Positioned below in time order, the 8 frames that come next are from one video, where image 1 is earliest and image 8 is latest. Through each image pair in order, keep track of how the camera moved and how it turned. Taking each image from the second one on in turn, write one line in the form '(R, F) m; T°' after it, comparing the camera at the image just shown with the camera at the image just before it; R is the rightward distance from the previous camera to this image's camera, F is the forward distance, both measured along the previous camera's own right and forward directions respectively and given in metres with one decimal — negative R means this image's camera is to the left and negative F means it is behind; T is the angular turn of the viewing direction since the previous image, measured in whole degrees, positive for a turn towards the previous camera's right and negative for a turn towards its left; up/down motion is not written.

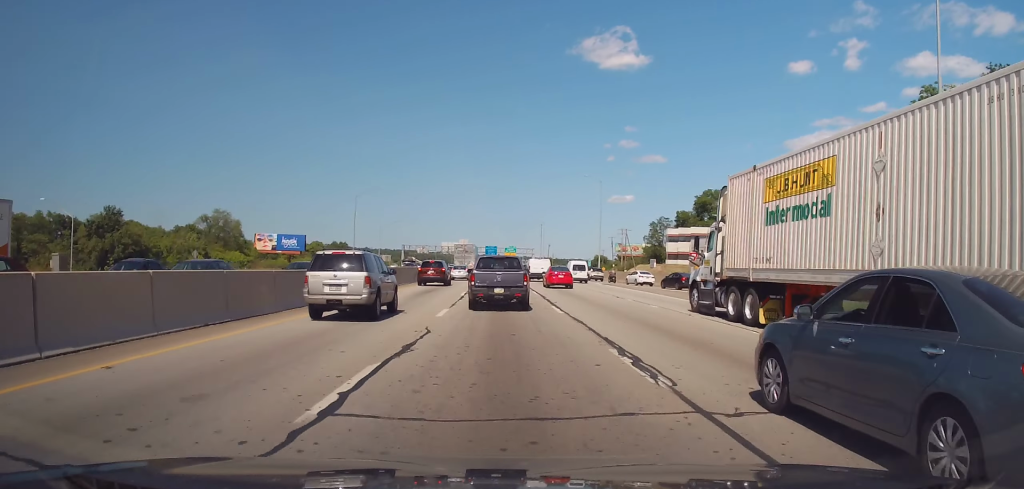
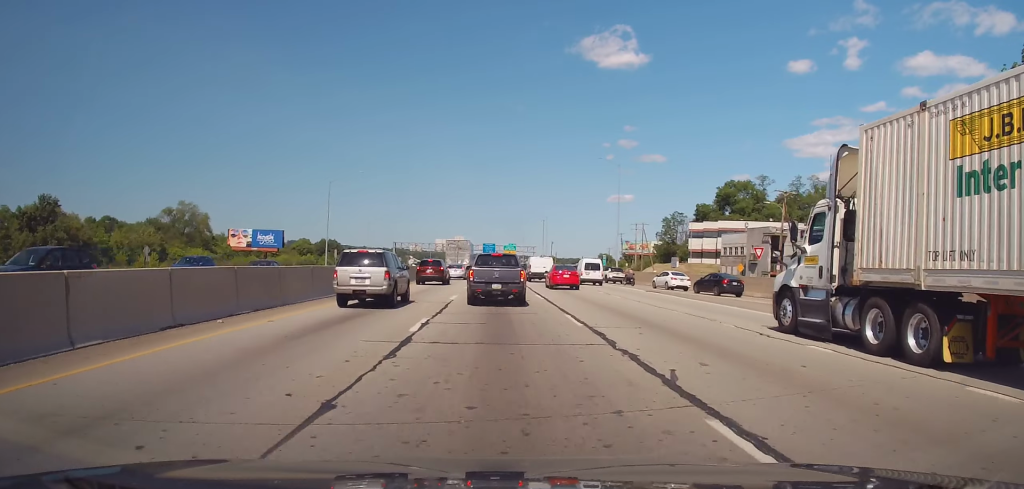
(-0.5, +17.2) m; -2°
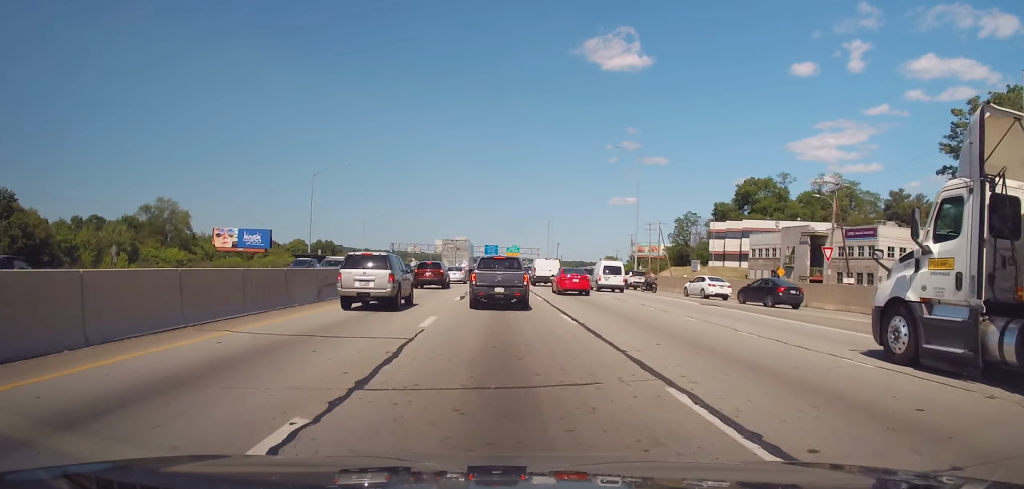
(0.0, +10.4) m; 0°
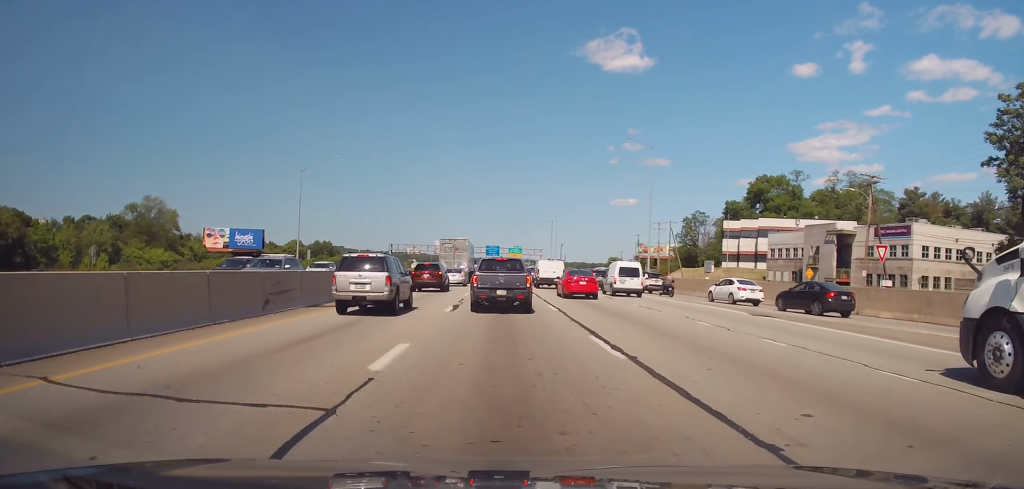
(0.0, +5.7) m; 0°
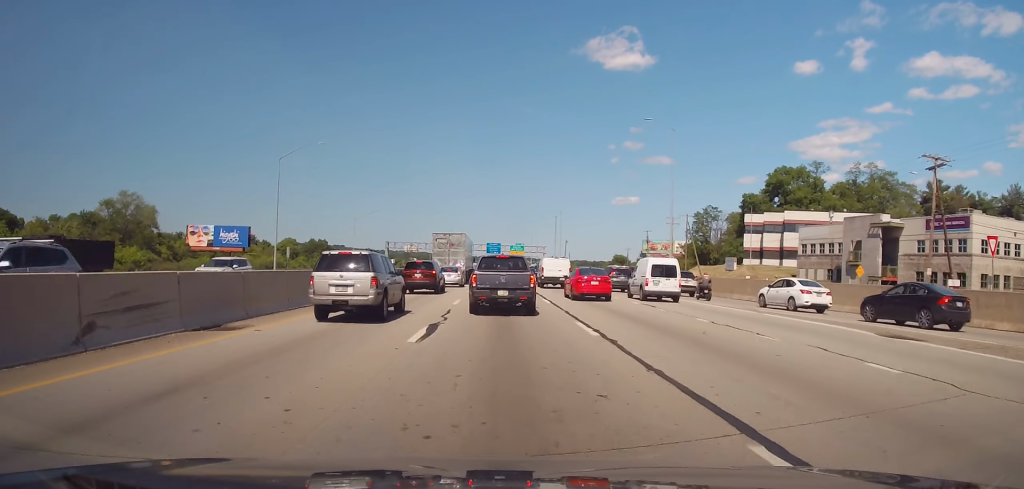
(0.0, +8.5) m; -1°
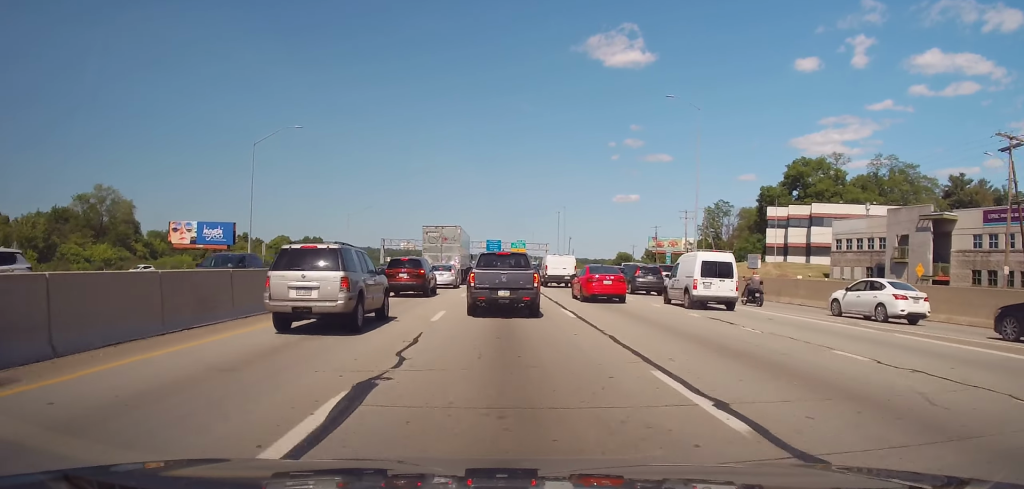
(-0.1, +7.8) m; -1°
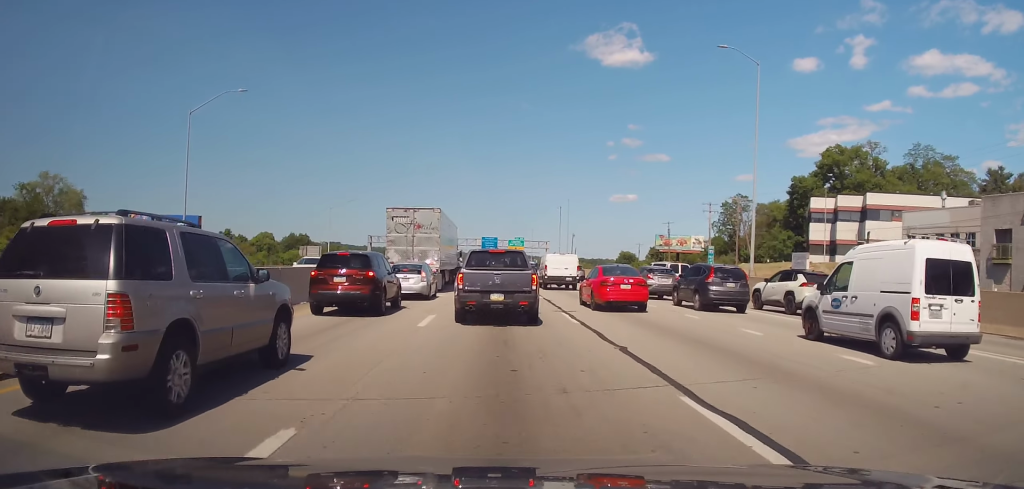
(-0.1, +14.0) m; -1°
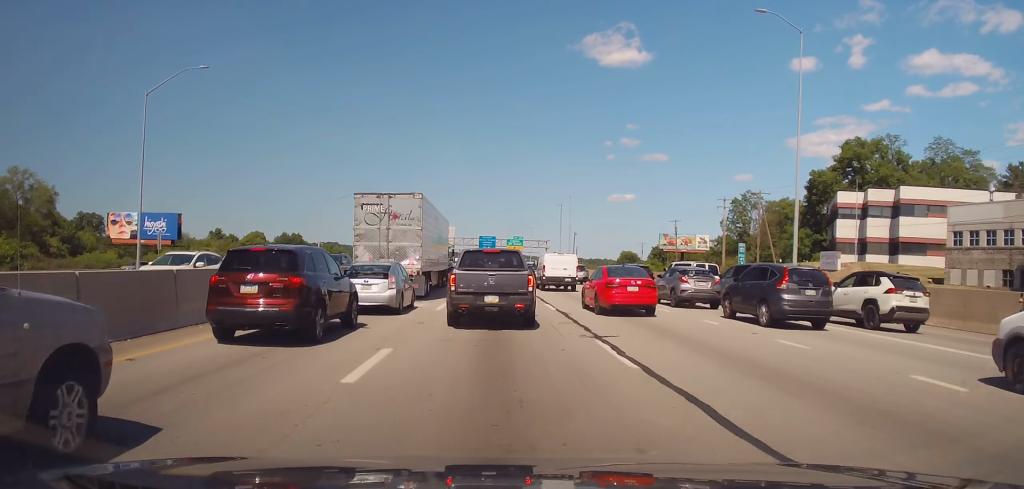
(0.0, +7.0) m; 0°
